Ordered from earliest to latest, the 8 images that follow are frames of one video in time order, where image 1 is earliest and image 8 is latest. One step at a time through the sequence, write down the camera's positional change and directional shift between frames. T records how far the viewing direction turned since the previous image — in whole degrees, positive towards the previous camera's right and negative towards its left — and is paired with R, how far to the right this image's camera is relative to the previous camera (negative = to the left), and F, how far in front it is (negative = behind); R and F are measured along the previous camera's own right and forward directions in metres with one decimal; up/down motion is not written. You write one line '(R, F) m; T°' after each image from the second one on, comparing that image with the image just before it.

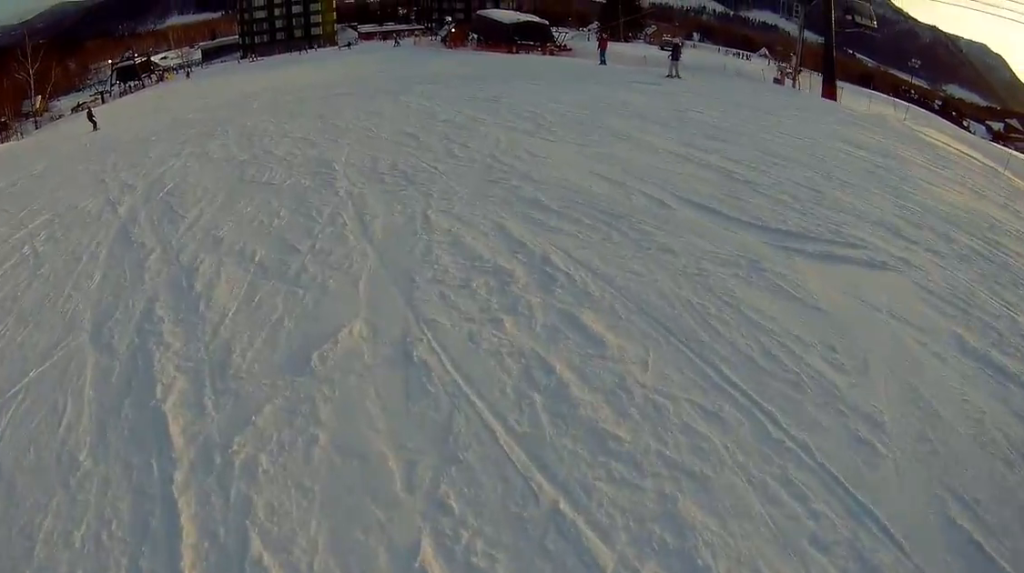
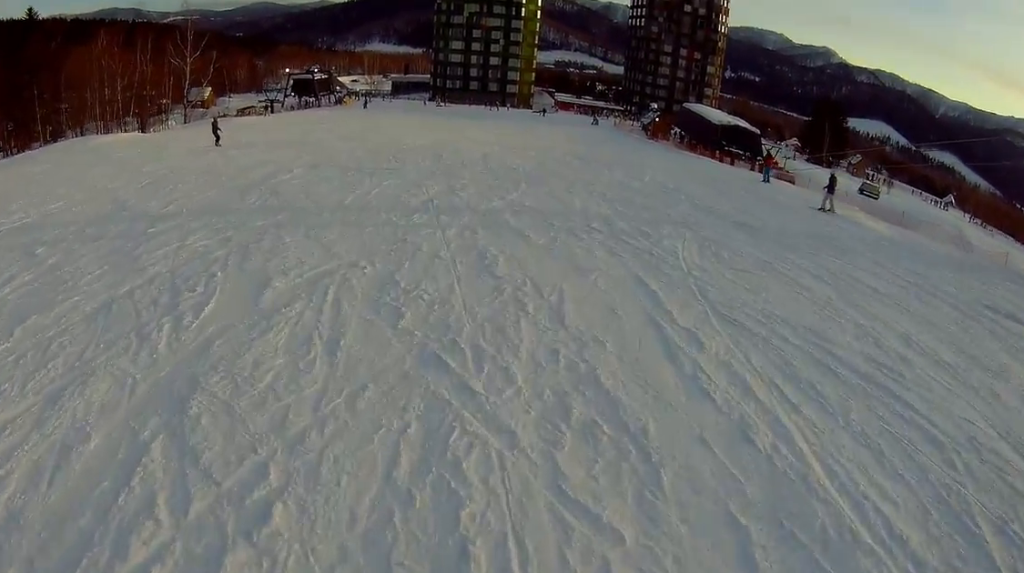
(-0.9, +10.8) m; -6°
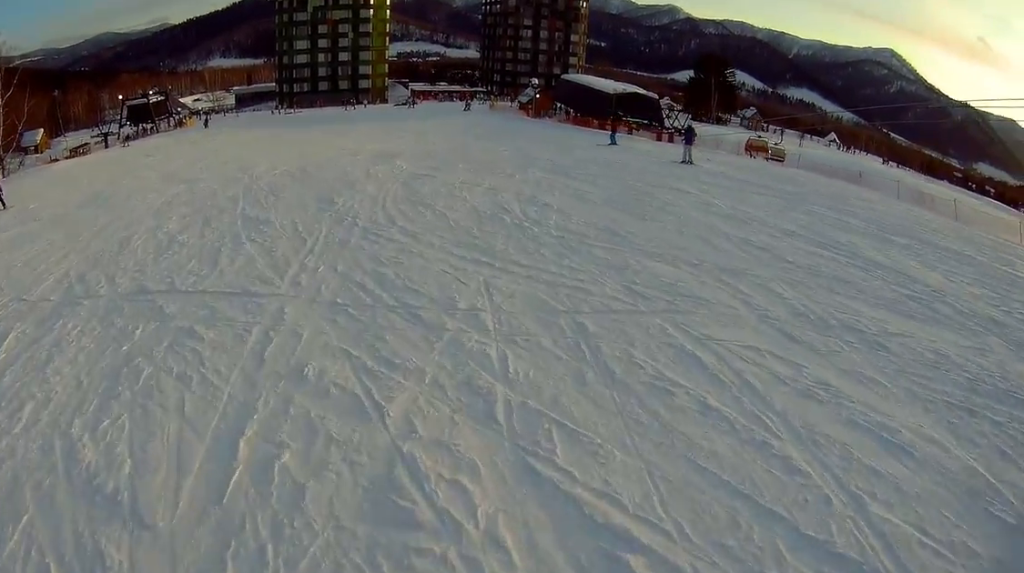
(-0.4, +12.4) m; +3°
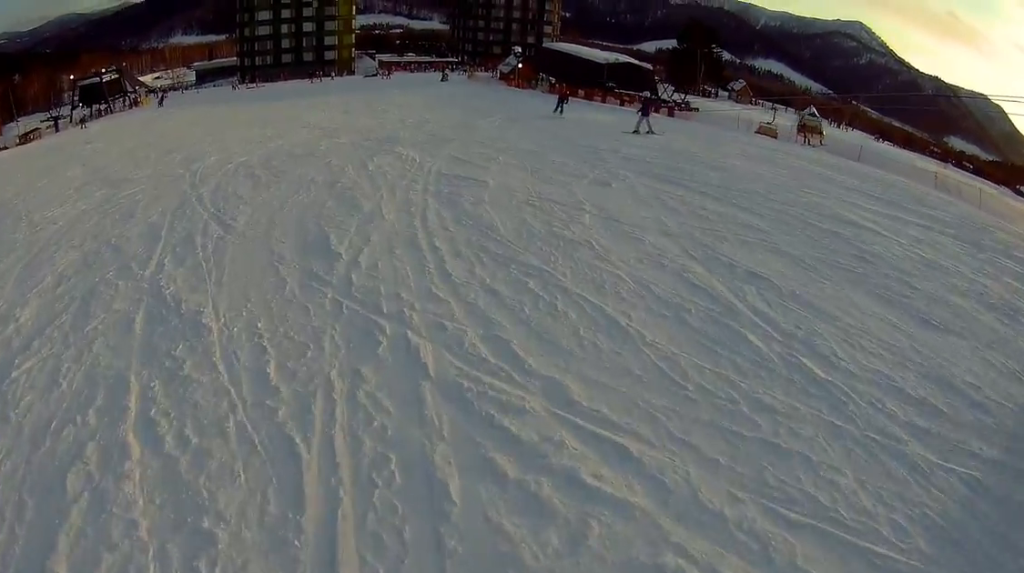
(+0.7, +5.7) m; +8°
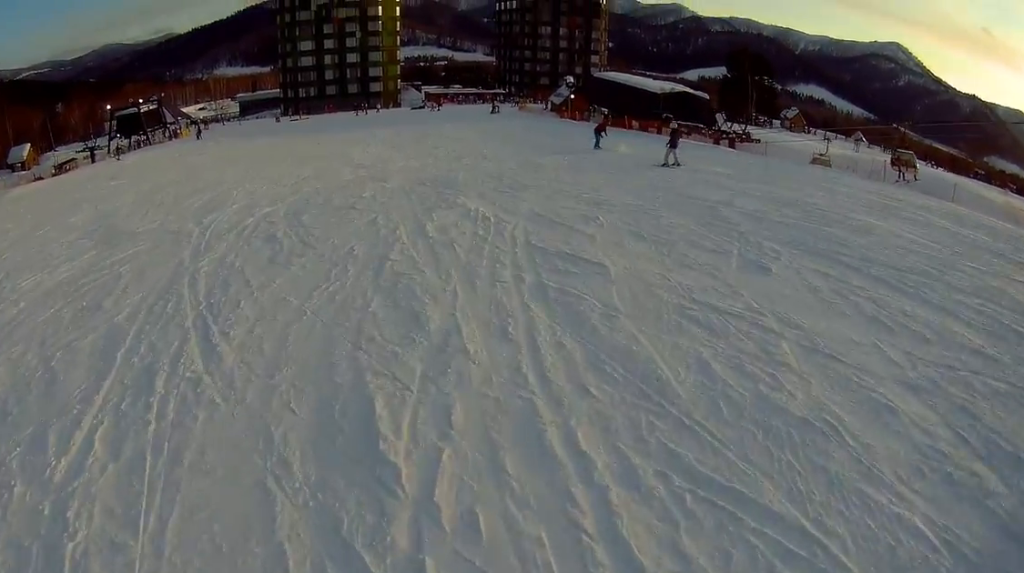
(+0.1, +2.9) m; +1°
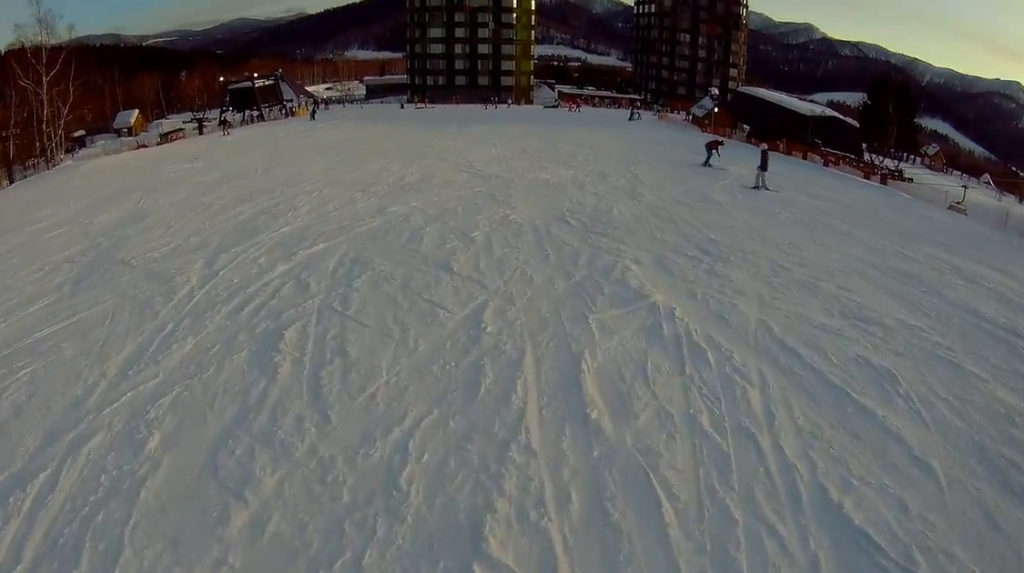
(+0.1, +4.3) m; -6°
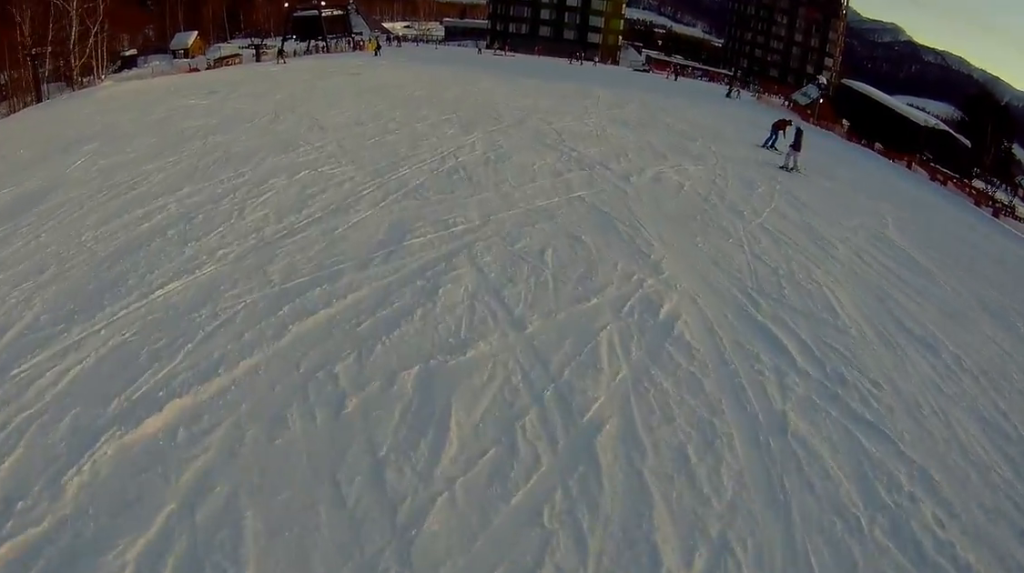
(-0.7, +5.2) m; -7°
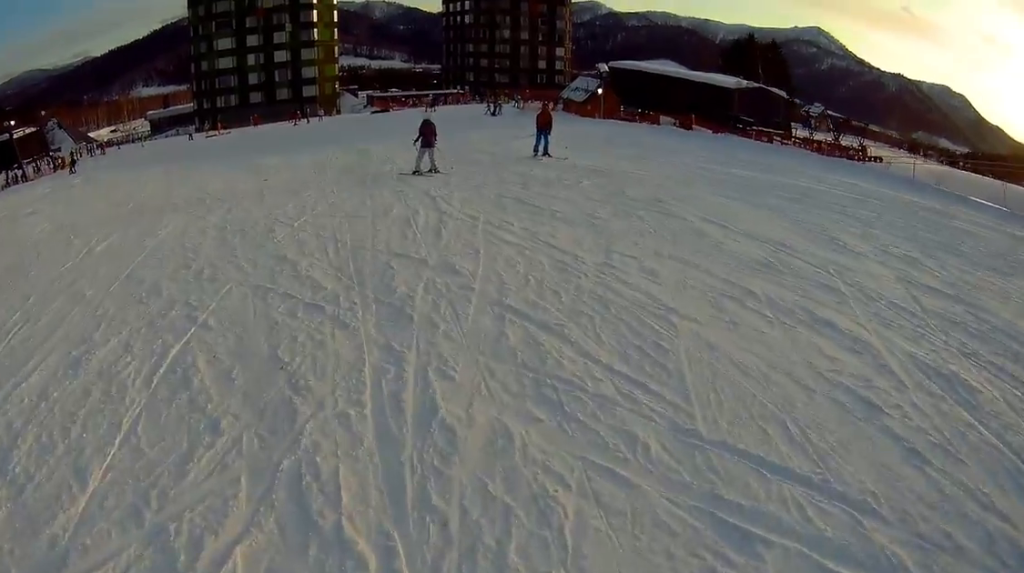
(-0.4, +10.5) m; +1°
